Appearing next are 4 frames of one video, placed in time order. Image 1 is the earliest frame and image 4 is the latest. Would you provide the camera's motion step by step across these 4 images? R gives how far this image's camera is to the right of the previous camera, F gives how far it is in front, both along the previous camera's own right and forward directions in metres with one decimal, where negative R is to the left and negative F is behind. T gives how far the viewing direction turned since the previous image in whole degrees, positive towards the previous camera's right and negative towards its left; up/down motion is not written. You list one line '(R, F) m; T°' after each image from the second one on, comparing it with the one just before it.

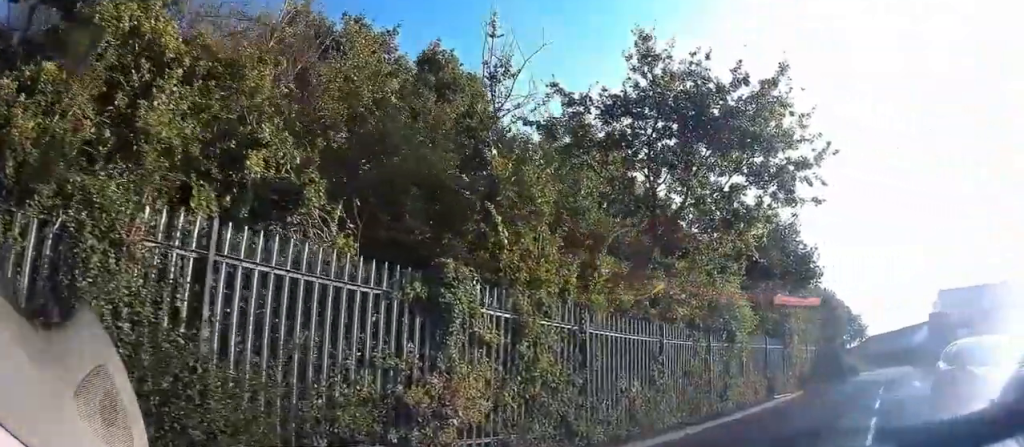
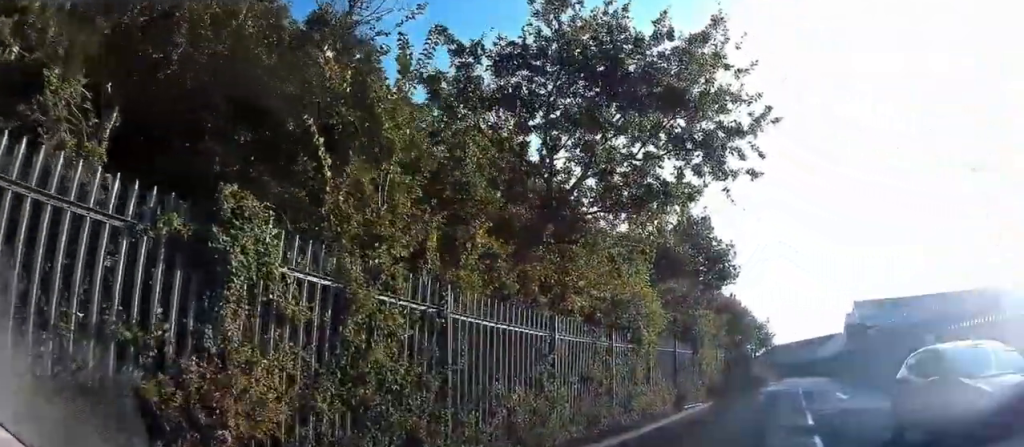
(+0.3, +2.2) m; +9°
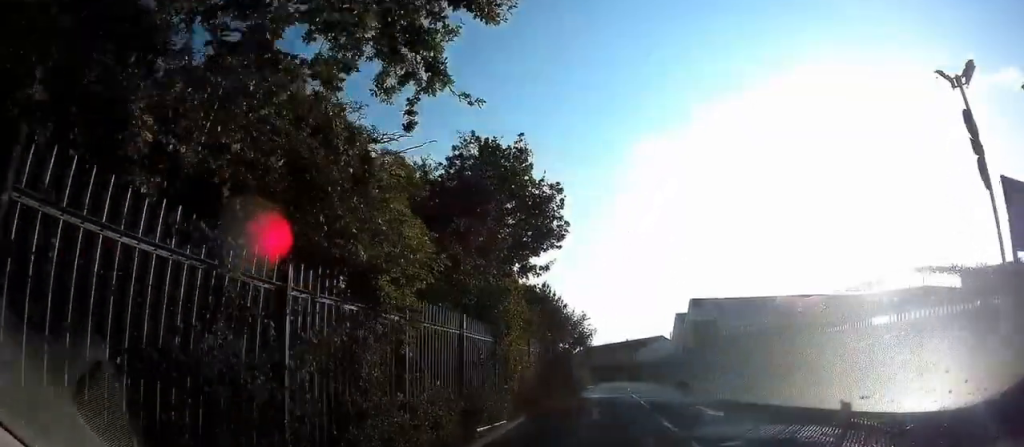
(+1.2, +6.5) m; +20°
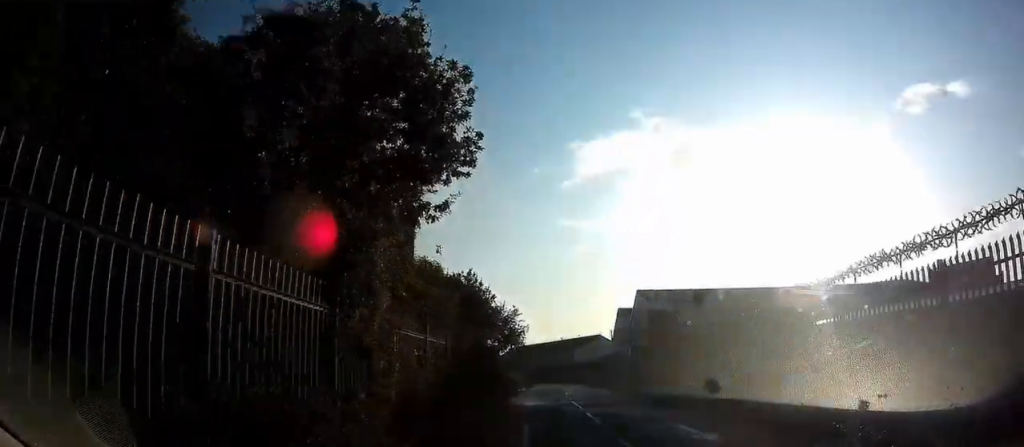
(-0.2, +5.5) m; -2°
